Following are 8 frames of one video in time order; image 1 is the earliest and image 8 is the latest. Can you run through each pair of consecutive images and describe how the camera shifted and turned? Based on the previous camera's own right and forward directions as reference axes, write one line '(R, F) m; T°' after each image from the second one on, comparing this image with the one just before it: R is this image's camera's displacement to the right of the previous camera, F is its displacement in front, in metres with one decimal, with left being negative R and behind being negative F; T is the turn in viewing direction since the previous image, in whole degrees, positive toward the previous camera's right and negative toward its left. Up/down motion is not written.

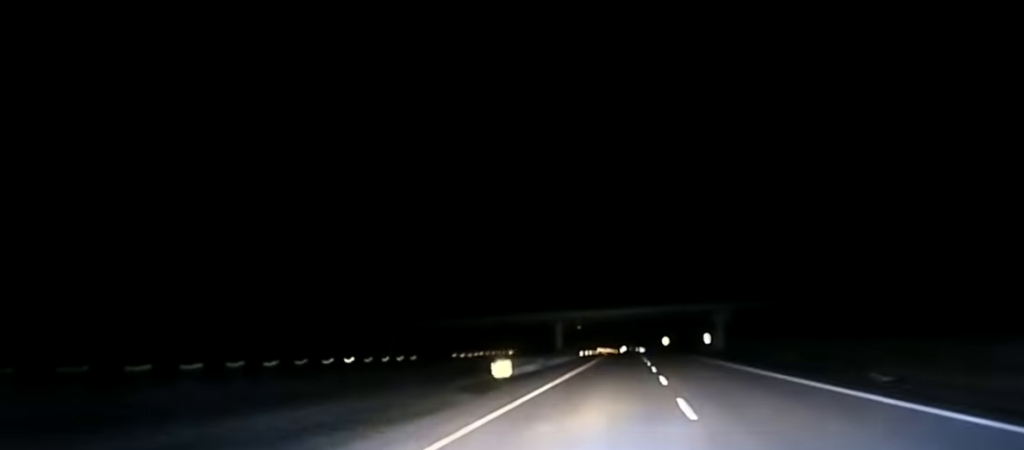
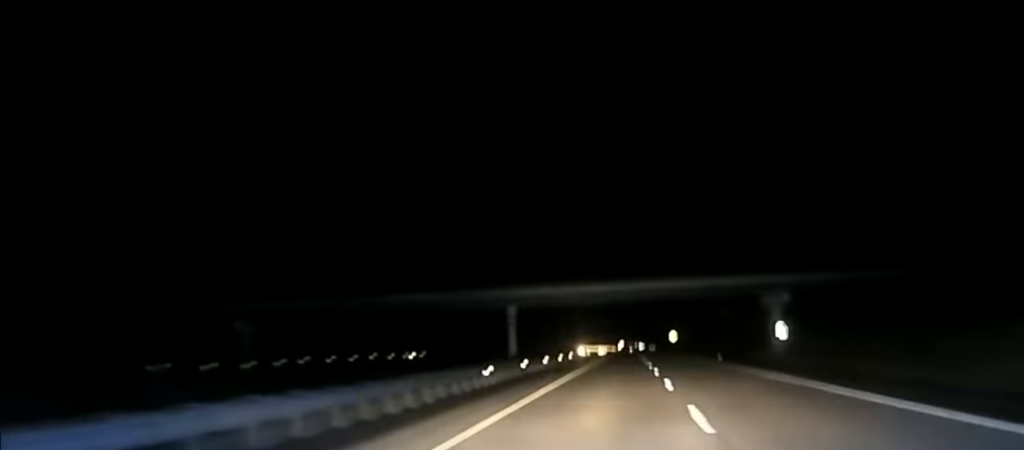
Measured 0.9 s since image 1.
(-0.1, +61.3) m; 0°
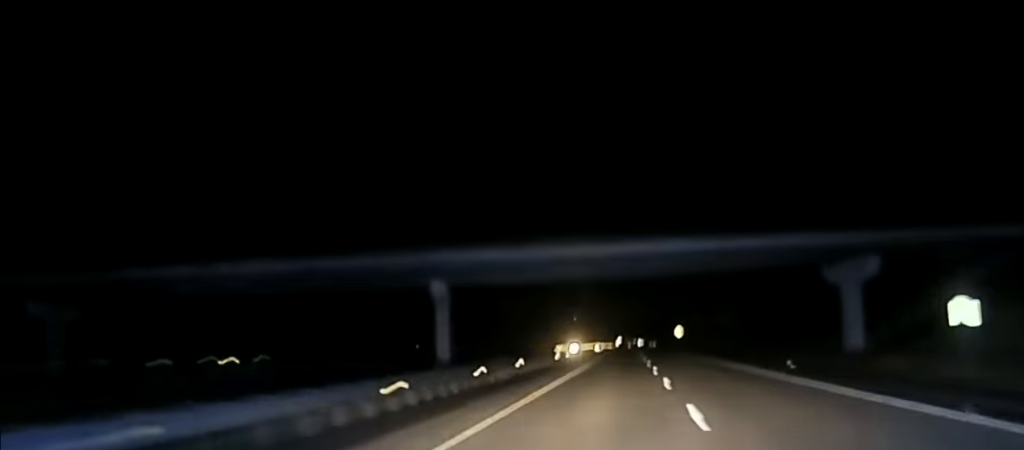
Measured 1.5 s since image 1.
(0.0, +35.3) m; 0°
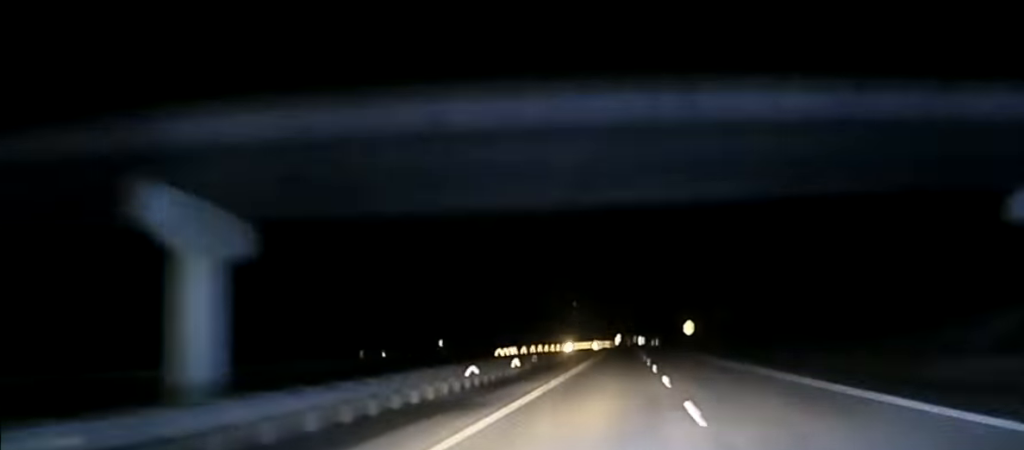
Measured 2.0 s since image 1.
(+0.1, +35.6) m; 0°
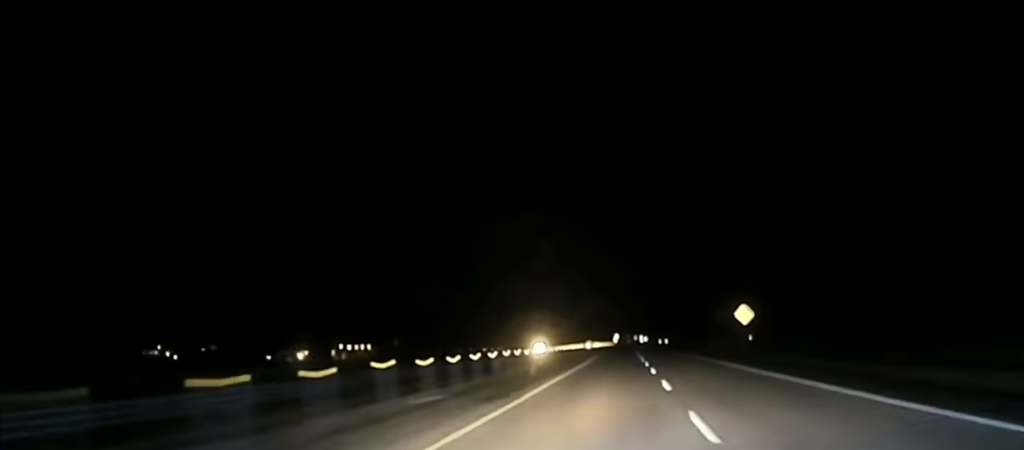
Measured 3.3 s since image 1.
(+0.4, +87.0) m; 0°
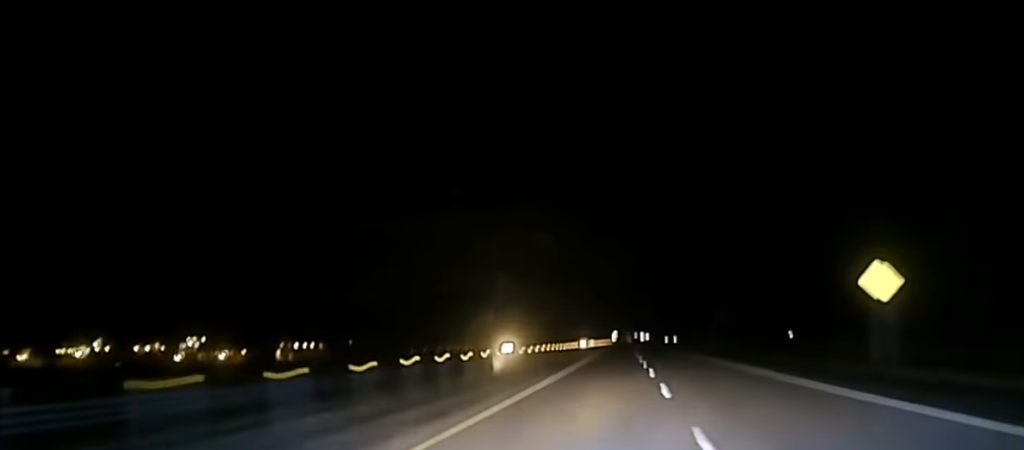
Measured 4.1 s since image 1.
(-0.1, +51.6) m; 0°
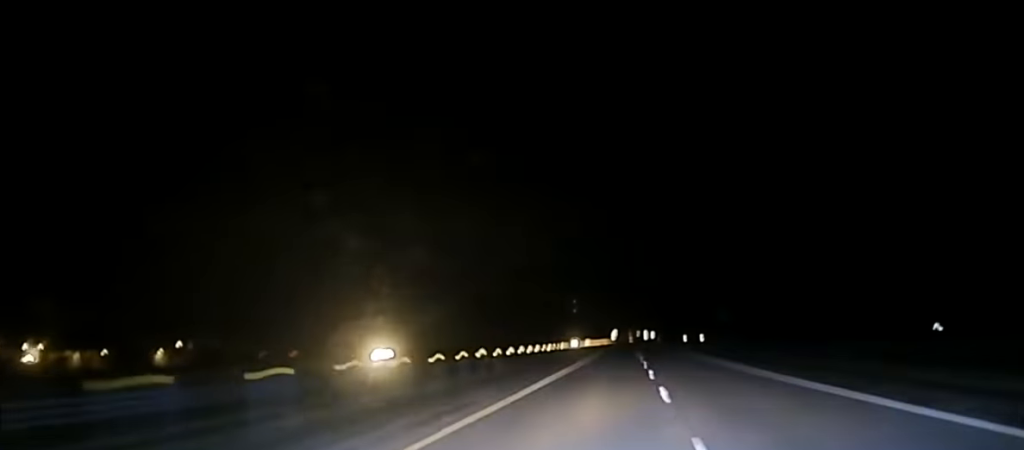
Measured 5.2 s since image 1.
(-0.3, +74.2) m; 0°
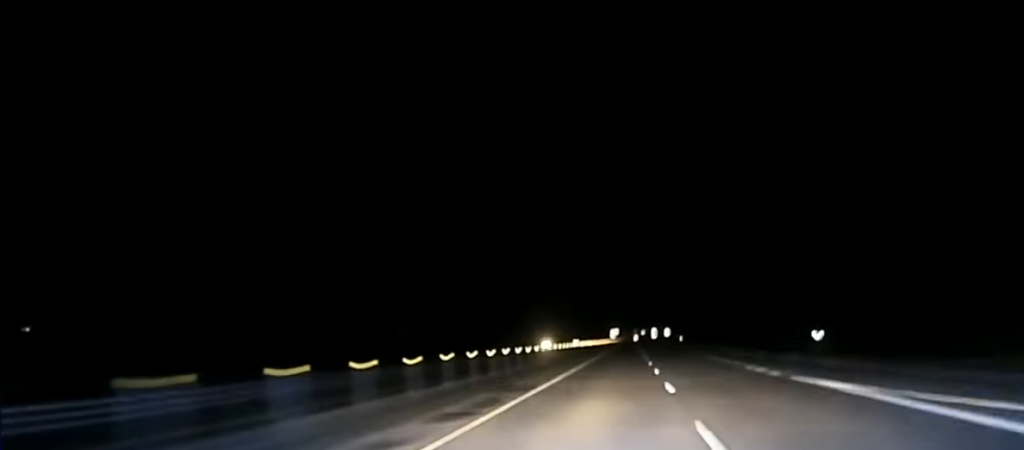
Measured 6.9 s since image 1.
(0.0, +119.9) m; 0°
